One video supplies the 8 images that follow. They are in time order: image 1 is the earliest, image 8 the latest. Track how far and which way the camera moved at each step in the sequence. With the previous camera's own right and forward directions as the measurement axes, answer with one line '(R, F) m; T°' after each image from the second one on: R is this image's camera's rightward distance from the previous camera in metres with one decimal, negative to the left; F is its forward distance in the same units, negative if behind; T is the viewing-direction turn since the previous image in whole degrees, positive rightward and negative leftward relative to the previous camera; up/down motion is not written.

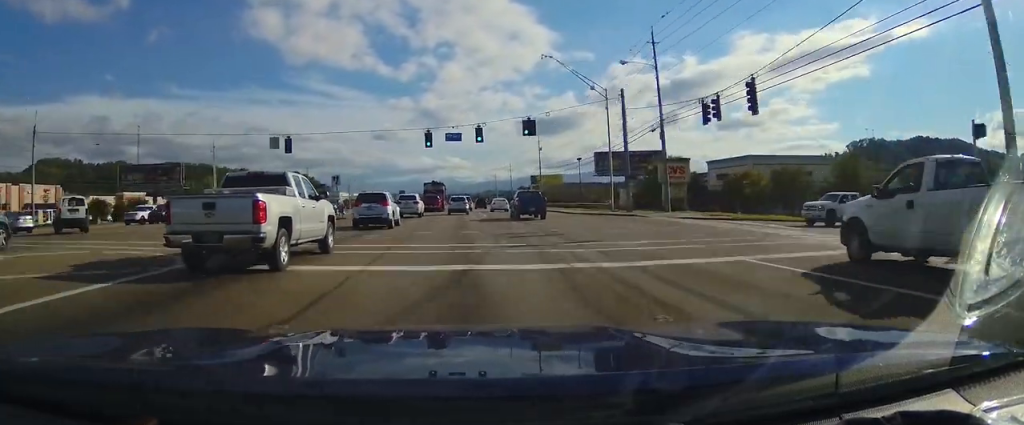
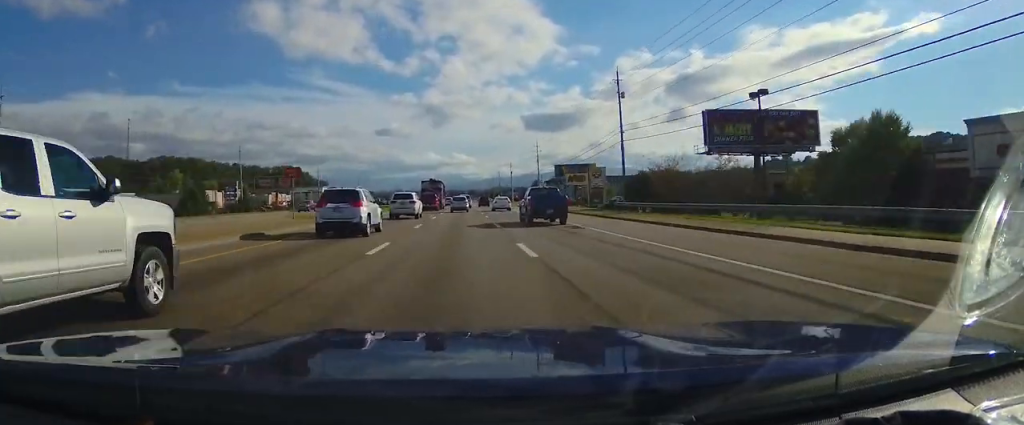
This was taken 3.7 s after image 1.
(+0.4, +60.4) m; 0°
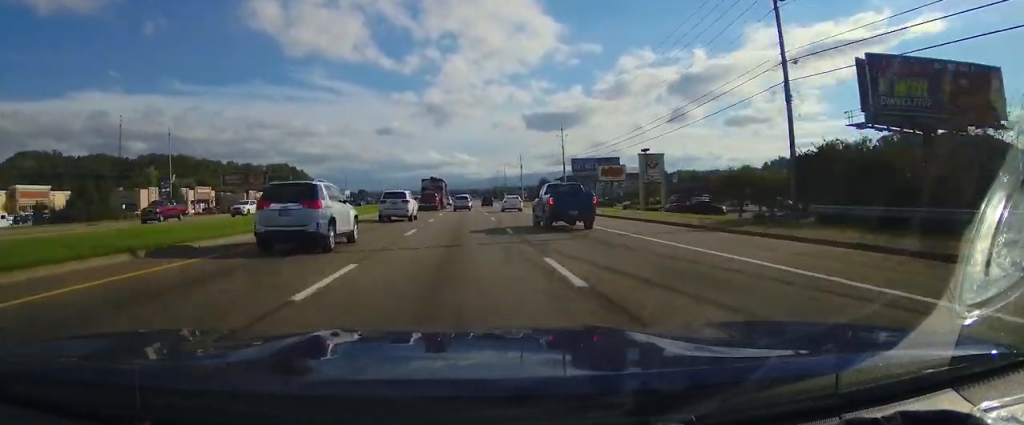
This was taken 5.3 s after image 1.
(+0.2, +28.9) m; 0°
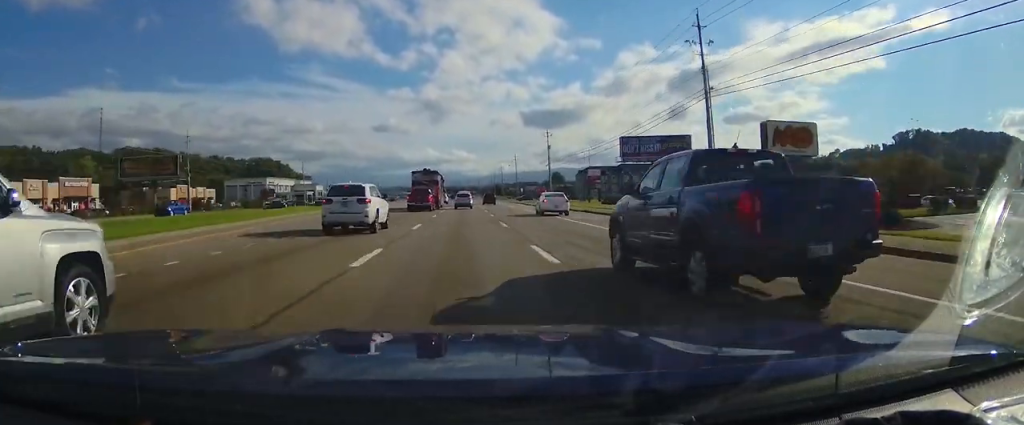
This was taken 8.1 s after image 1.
(-0.2, +54.1) m; 0°
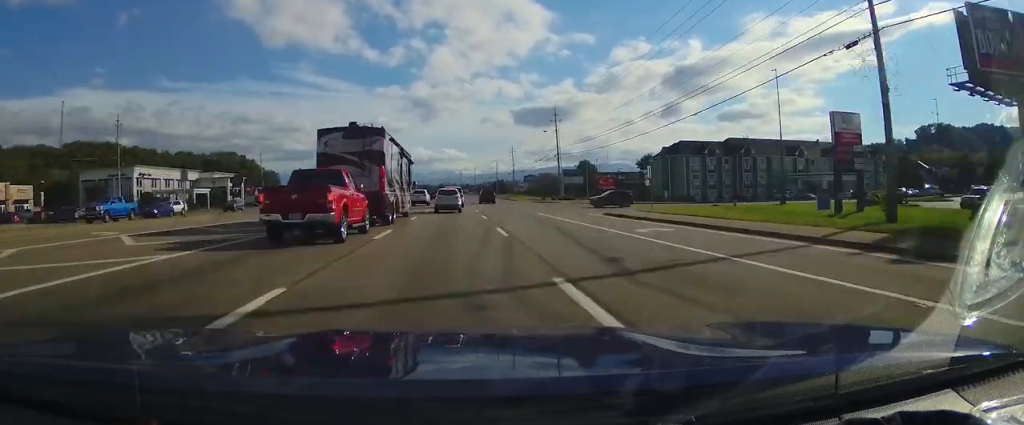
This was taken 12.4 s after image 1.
(+0.5, +84.1) m; 0°
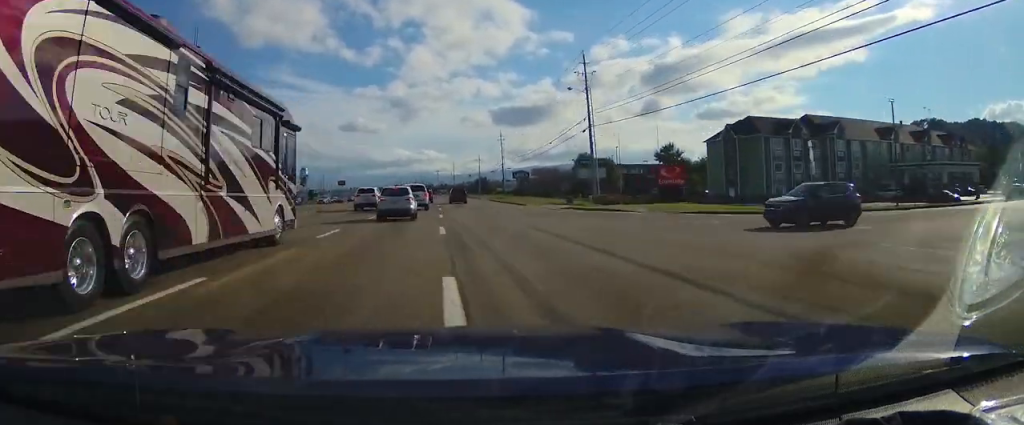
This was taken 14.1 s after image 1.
(+0.5, +34.0) m; 0°
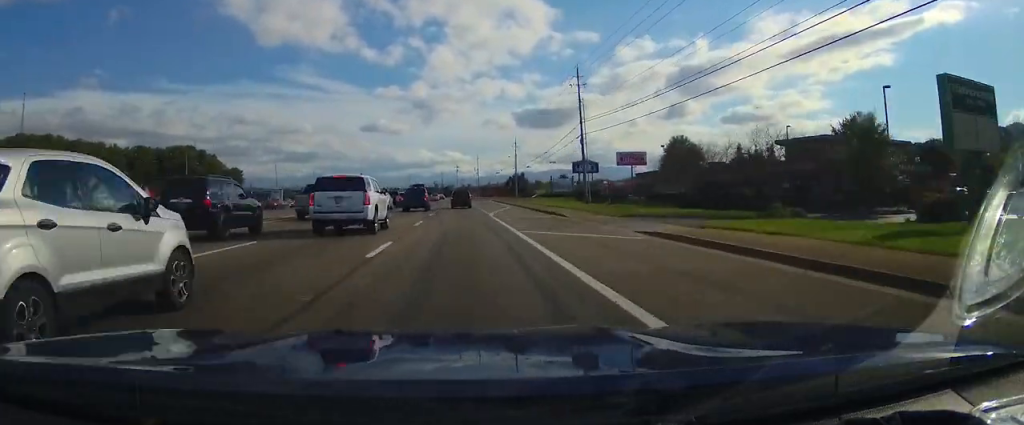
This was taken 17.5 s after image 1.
(-0.9, +59.3) m; -1°
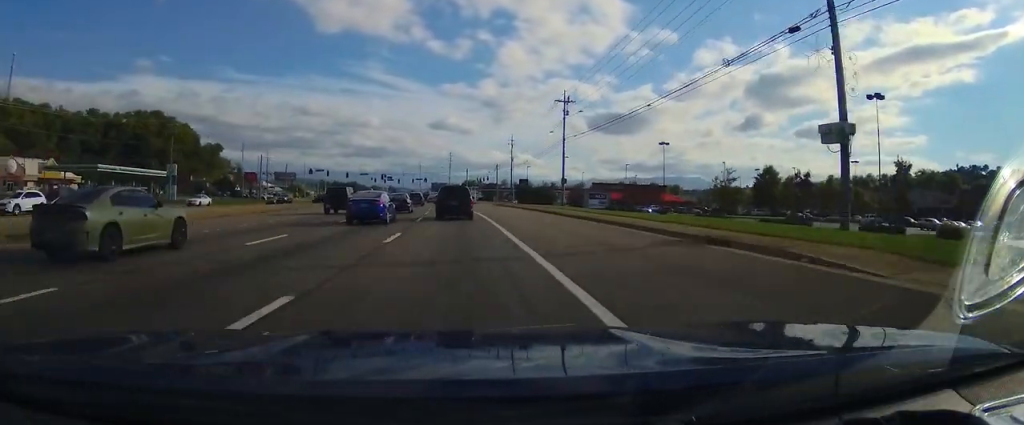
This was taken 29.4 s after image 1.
(-12.1, +167.6) m; -9°
